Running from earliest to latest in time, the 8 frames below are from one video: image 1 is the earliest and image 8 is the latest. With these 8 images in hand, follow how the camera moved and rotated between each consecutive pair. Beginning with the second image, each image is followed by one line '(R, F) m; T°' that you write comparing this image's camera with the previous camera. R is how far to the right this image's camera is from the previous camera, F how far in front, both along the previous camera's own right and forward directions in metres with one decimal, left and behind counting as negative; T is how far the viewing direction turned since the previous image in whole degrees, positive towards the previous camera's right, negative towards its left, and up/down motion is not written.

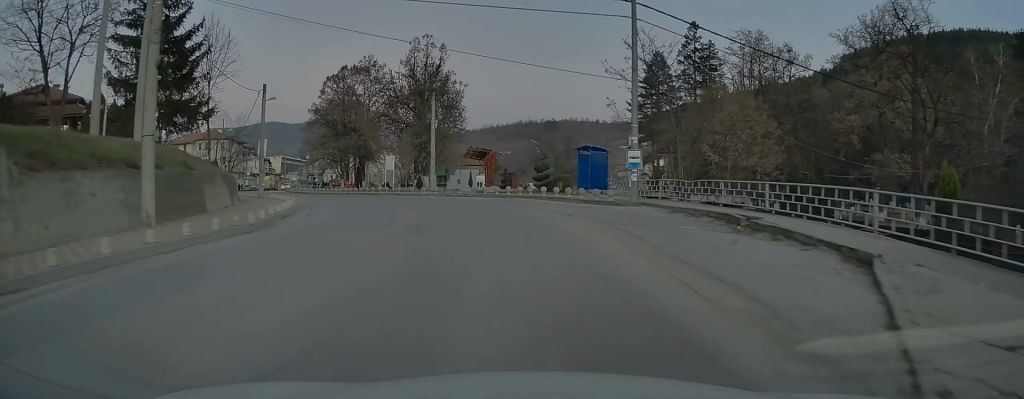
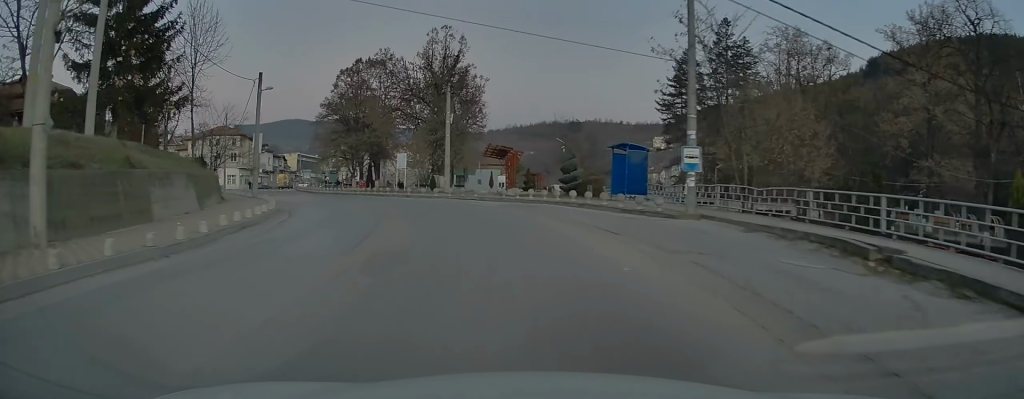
(+0.1, +5.1) m; -3°
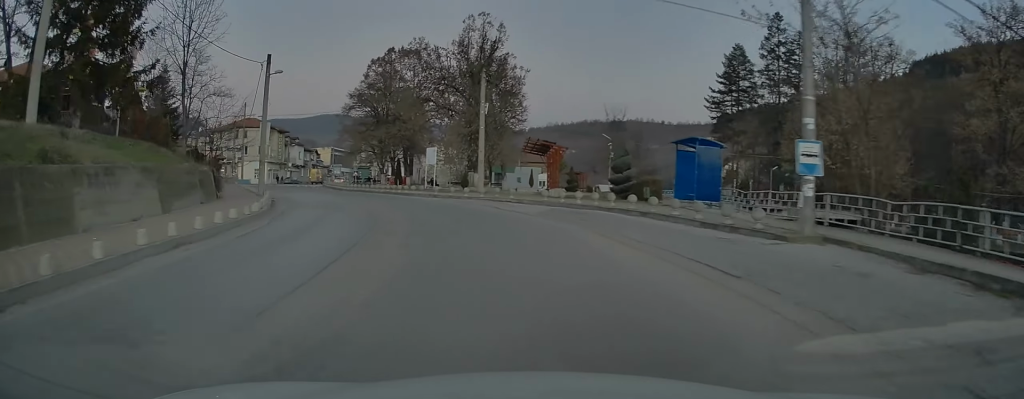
(-0.3, +5.4) m; -4°
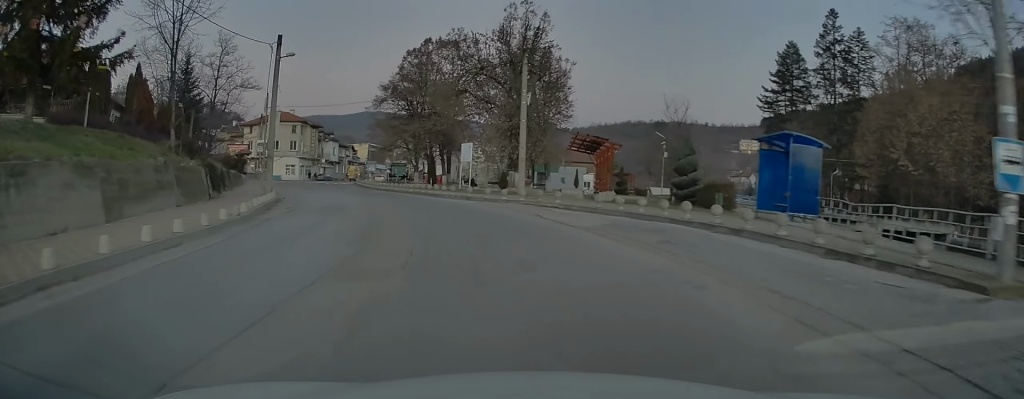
(-0.2, +5.0) m; -3°
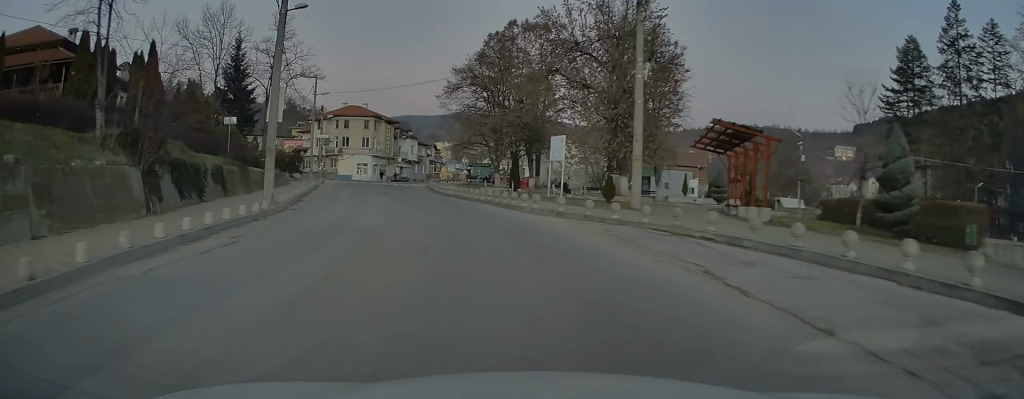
(-0.6, +10.7) m; -7°
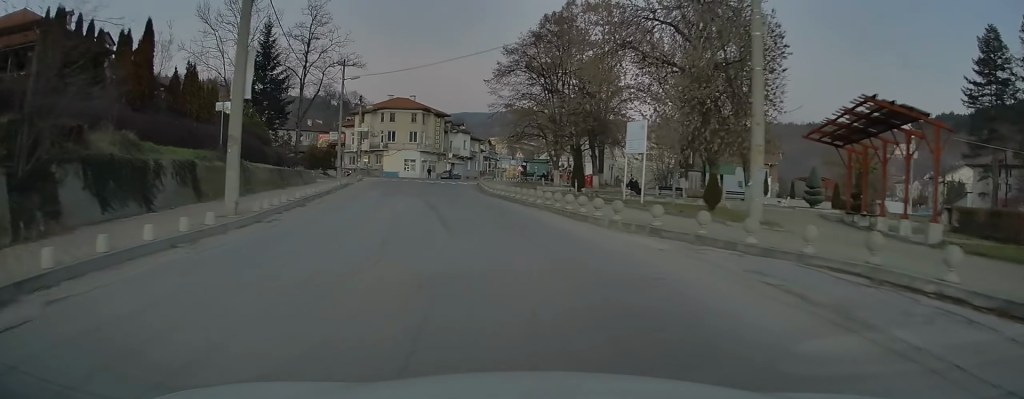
(-0.3, +7.2) m; -4°
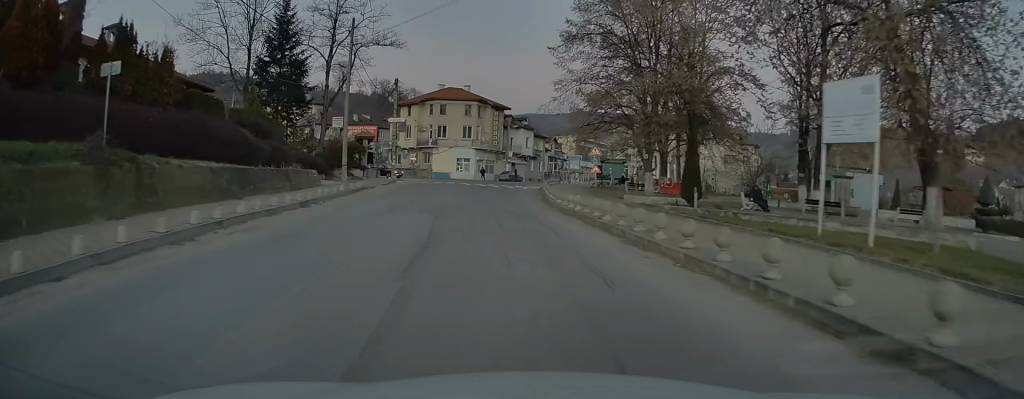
(-0.6, +12.4) m; -4°
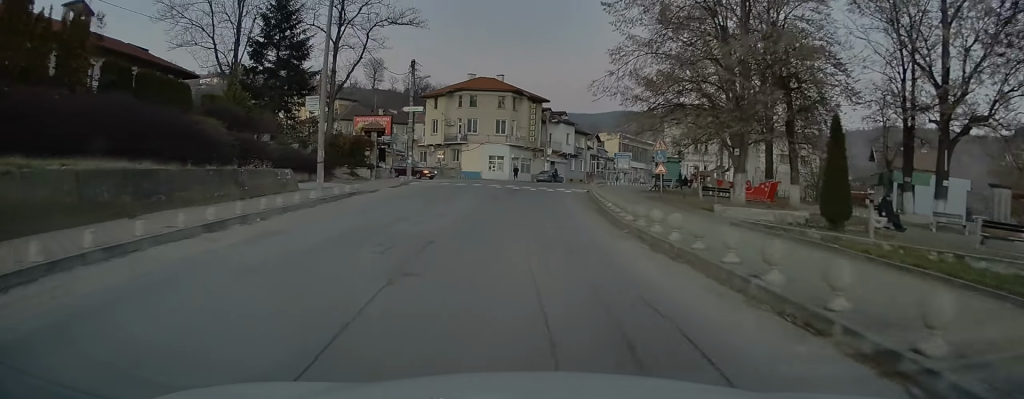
(0.0, +8.8) m; -1°
